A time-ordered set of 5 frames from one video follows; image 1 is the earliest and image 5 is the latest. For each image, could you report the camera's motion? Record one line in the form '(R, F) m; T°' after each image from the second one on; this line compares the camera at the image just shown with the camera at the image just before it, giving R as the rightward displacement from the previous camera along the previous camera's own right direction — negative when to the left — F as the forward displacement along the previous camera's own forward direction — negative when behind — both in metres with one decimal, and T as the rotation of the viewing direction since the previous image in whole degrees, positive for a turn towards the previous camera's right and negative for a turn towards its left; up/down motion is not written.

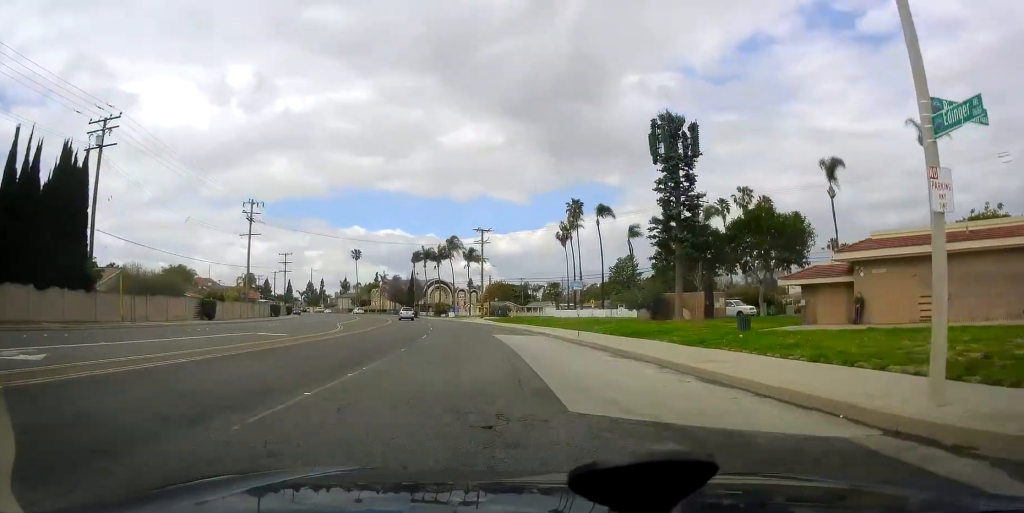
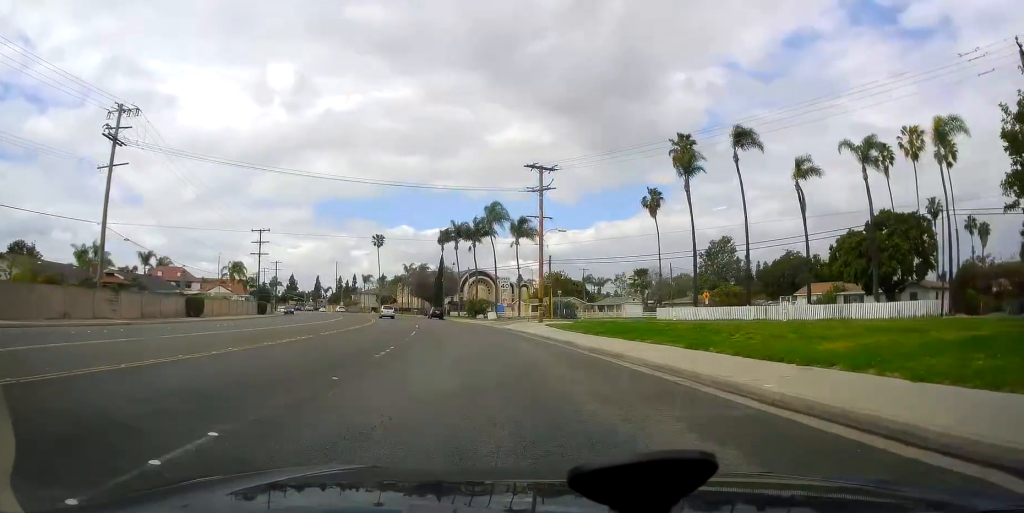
(-0.9, +38.7) m; -4°
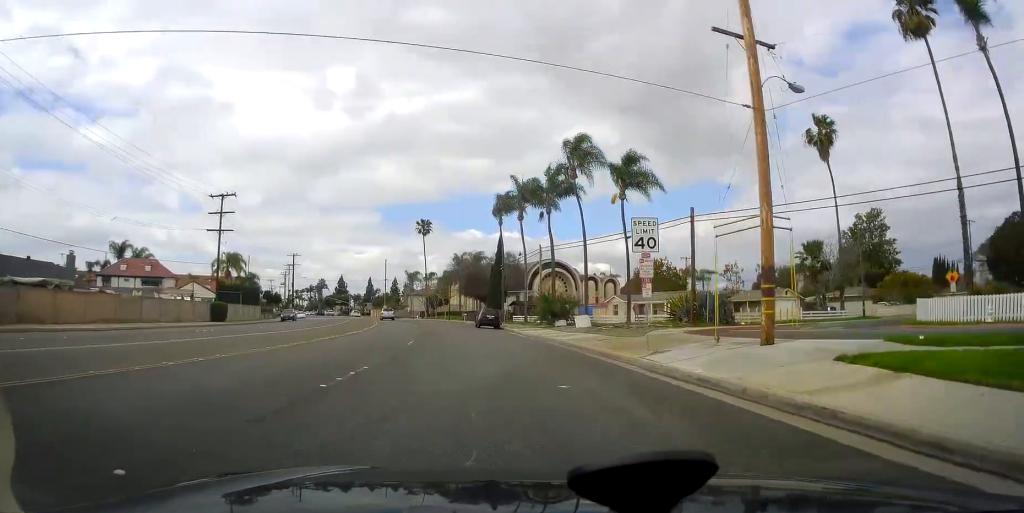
(-3.5, +34.4) m; -9°
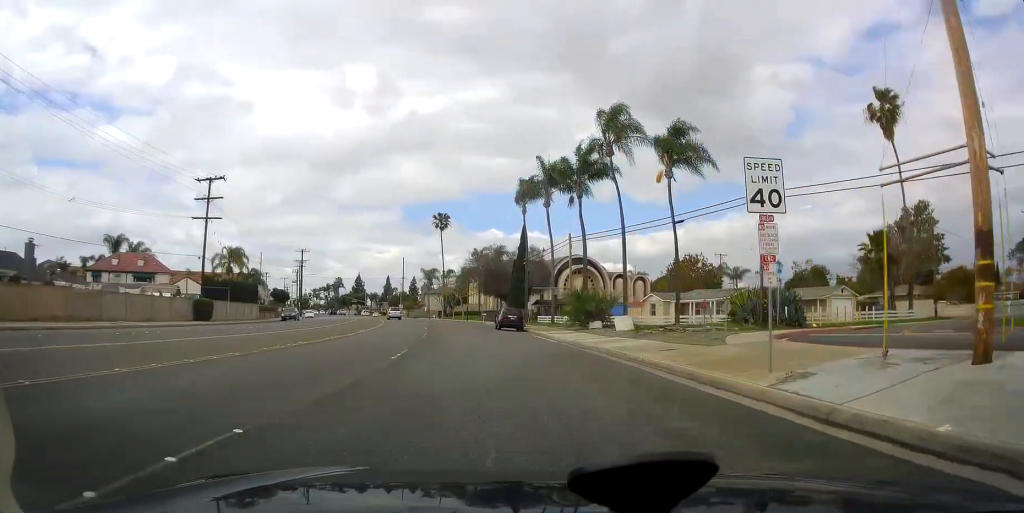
(+0.1, +7.8) m; -1°
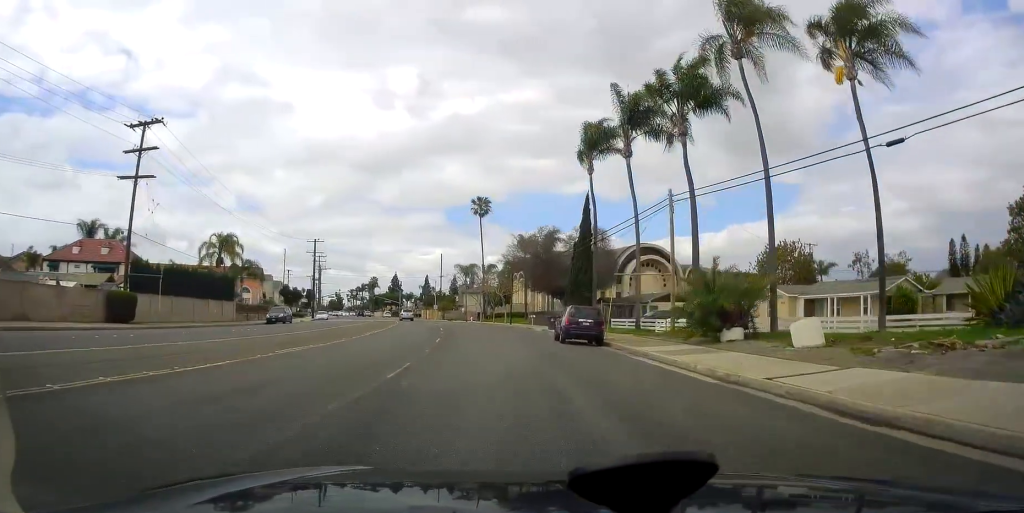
(-0.5, +18.8) m; -3°
